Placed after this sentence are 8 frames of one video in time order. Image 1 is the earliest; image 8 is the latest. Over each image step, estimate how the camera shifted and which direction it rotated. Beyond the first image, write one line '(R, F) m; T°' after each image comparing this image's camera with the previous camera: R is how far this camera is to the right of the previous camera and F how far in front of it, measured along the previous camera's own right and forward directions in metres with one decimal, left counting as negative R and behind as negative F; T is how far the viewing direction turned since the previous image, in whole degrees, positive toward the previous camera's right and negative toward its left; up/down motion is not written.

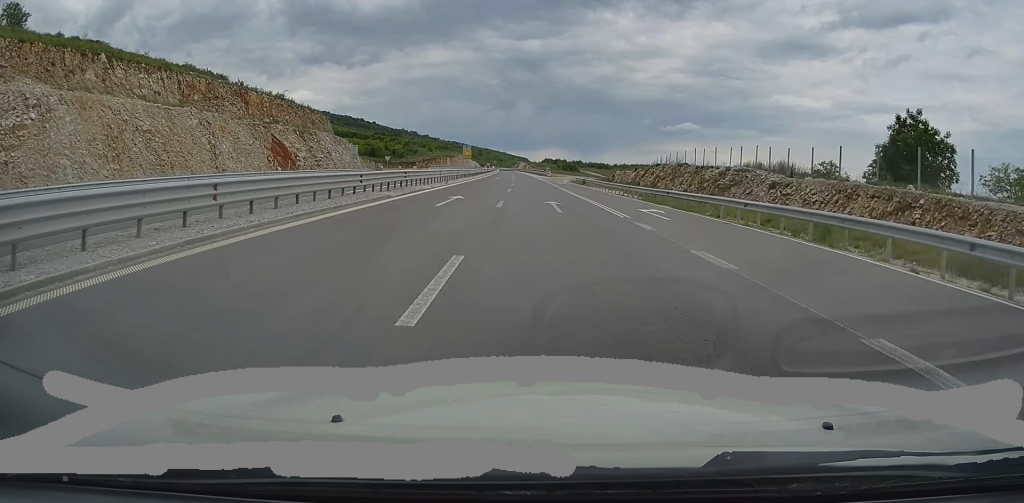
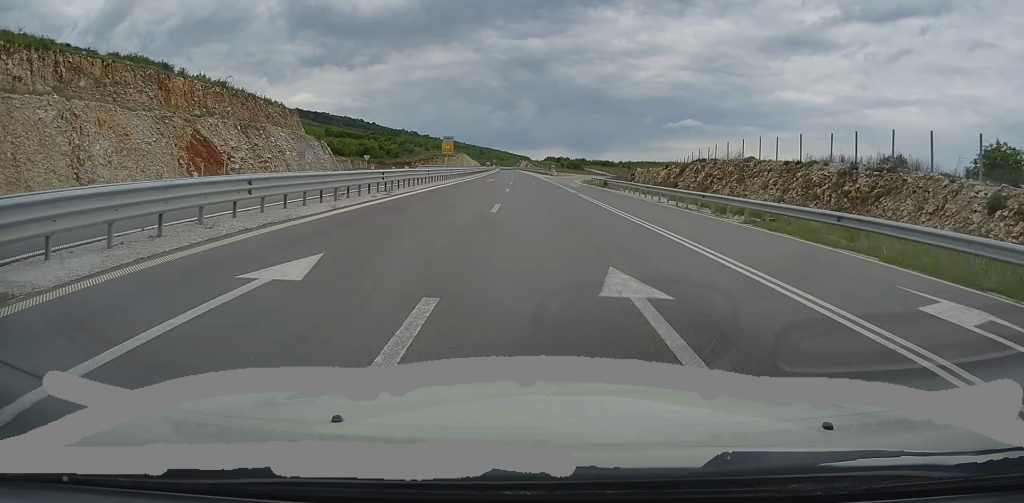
(0.0, +21.7) m; 0°
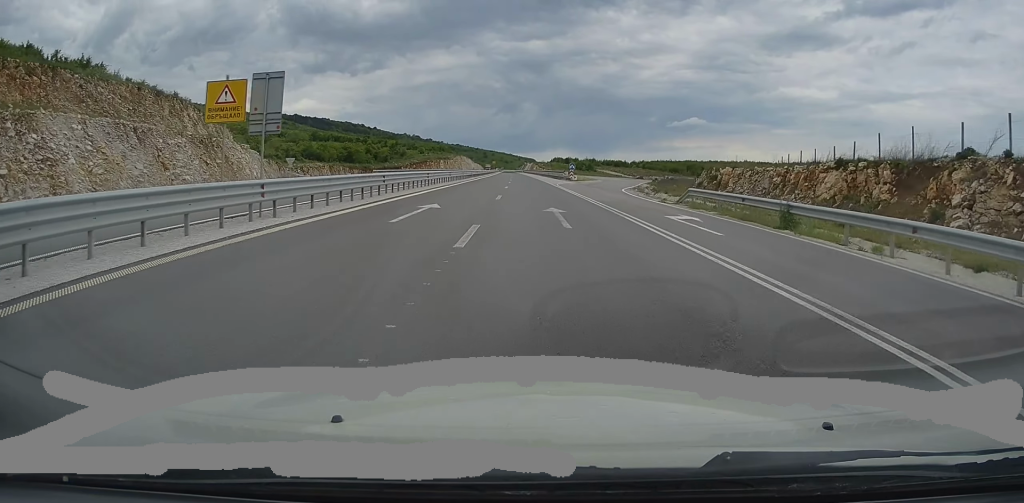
(-0.4, +41.6) m; -1°
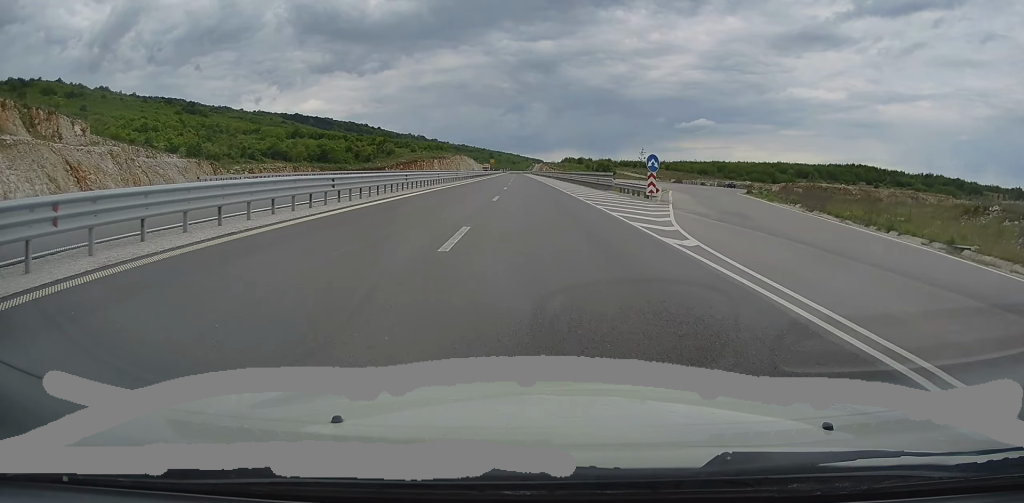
(-0.3, +45.5) m; -1°
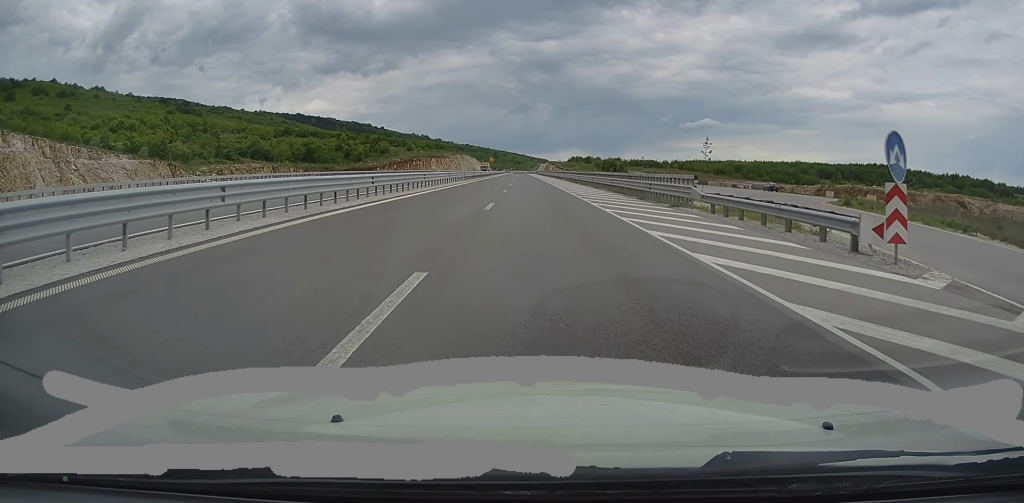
(-0.1, +20.8) m; 0°
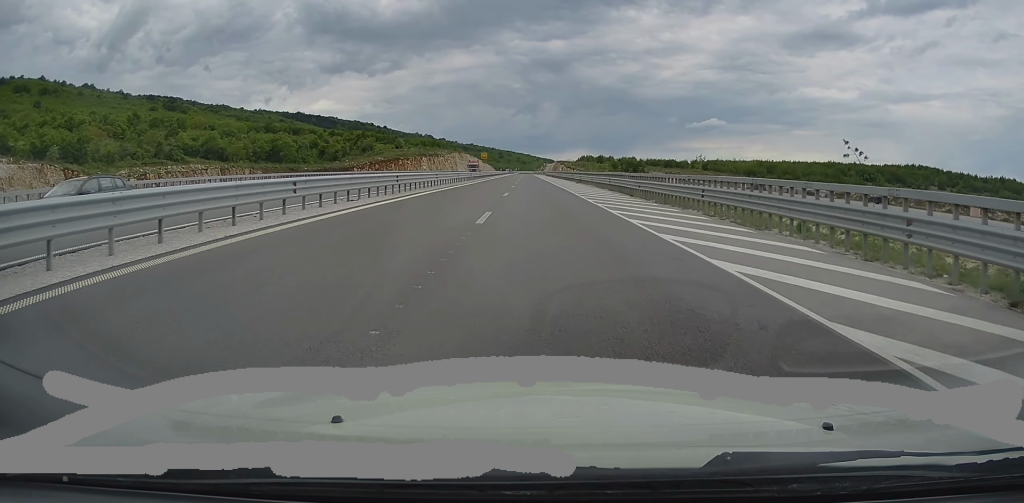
(0.0, +38.3) m; 0°
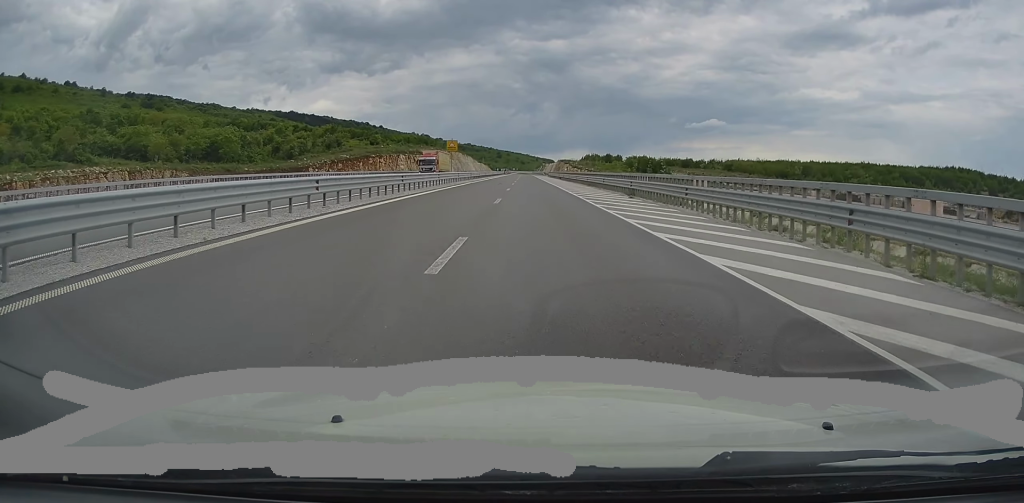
(0.0, +36.1) m; 0°
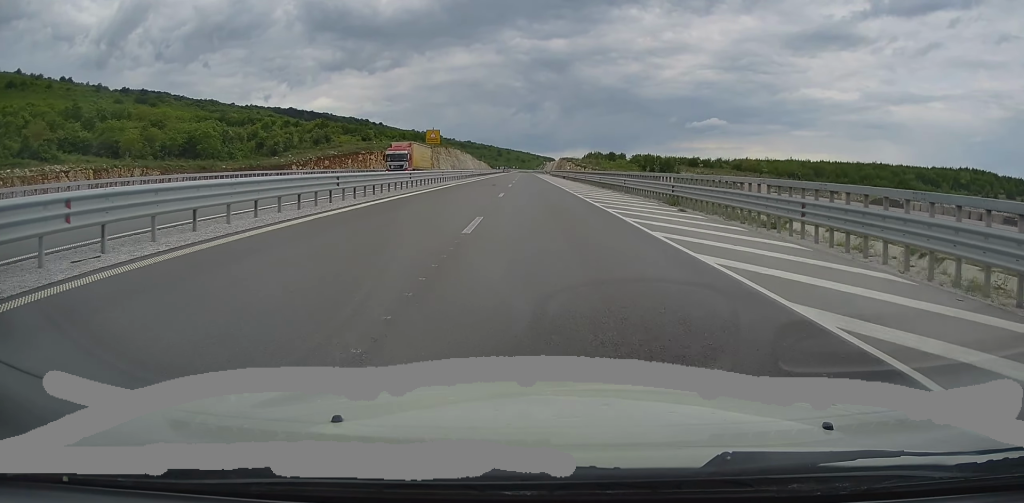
(0.0, +10.2) m; 0°
